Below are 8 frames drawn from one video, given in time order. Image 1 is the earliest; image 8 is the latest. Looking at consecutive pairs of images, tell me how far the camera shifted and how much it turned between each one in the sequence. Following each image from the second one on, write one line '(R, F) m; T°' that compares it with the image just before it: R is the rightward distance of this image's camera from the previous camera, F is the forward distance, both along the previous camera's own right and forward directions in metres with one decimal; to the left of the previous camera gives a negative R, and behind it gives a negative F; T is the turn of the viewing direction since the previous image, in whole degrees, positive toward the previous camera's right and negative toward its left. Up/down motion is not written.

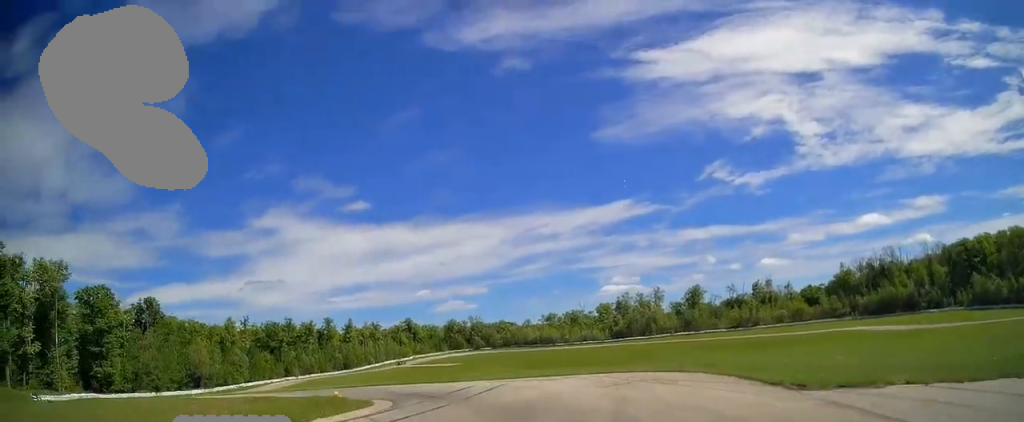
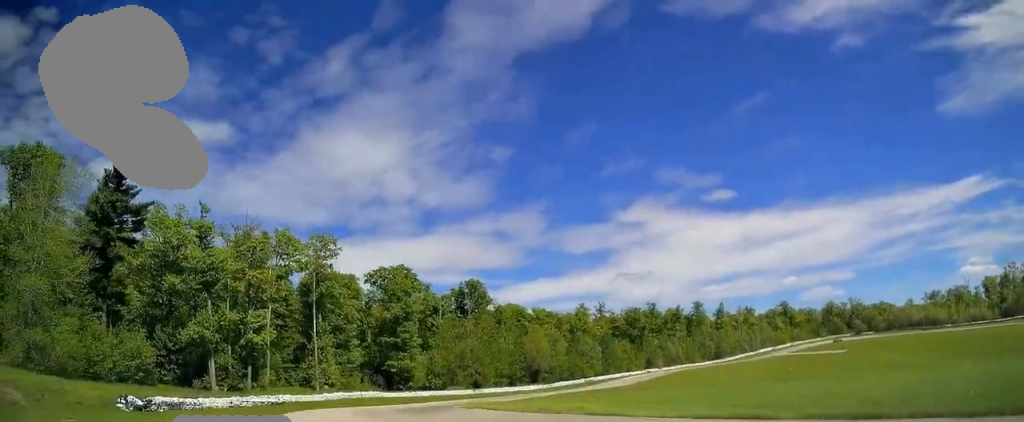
(-10.4, +33.3) m; -25°
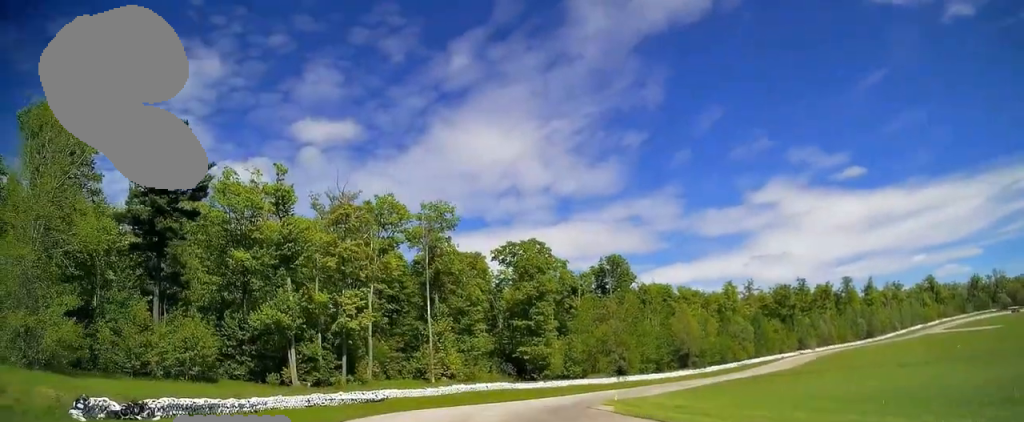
(-0.3, +15.2) m; -1°
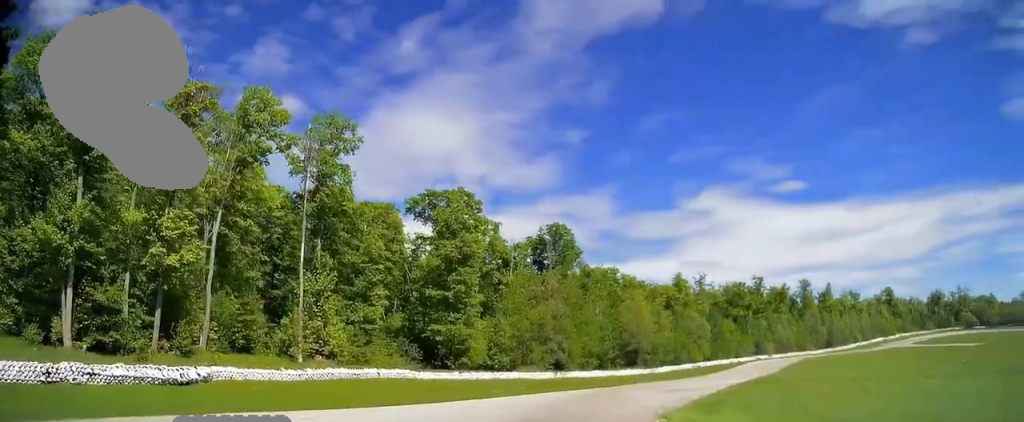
(0.0, +22.8) m; 0°
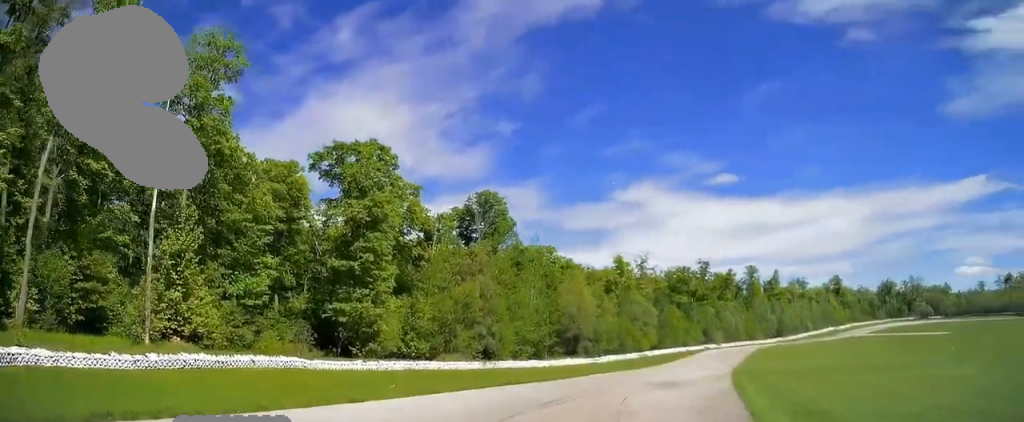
(0.0, +13.6) m; +3°
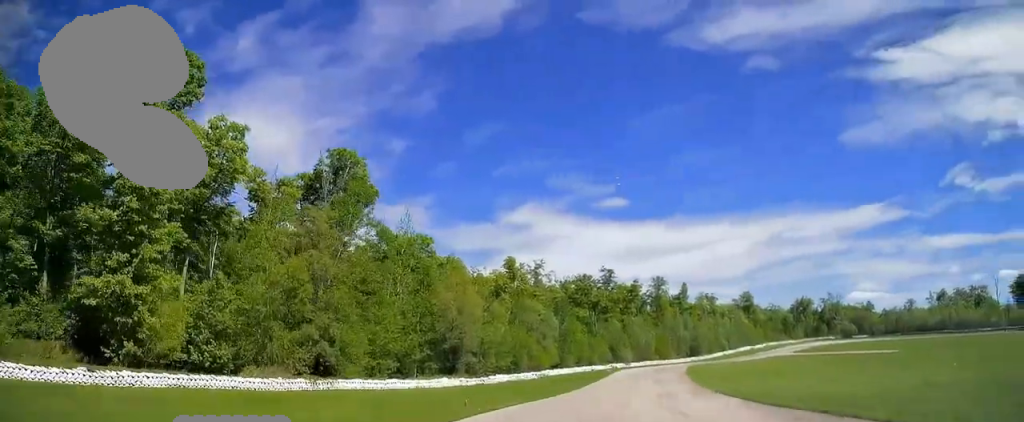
(+0.8, +23.4) m; +6°
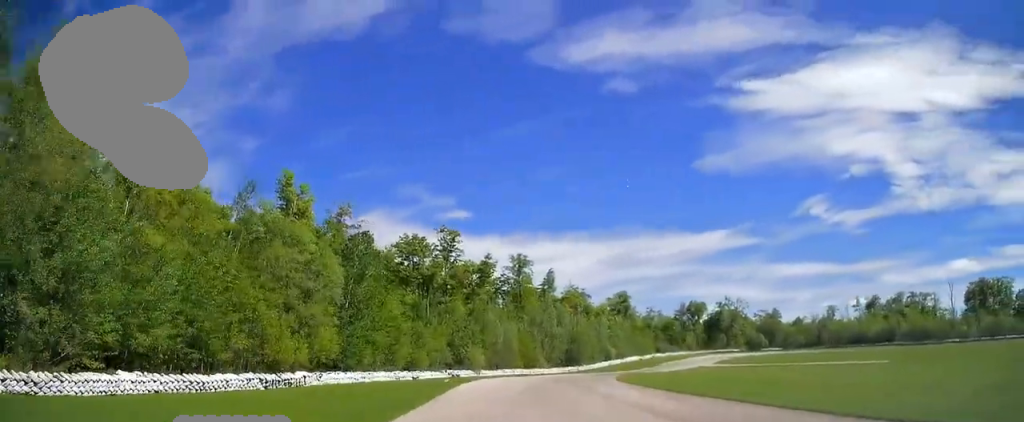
(+6.9, +49.7) m; +18°
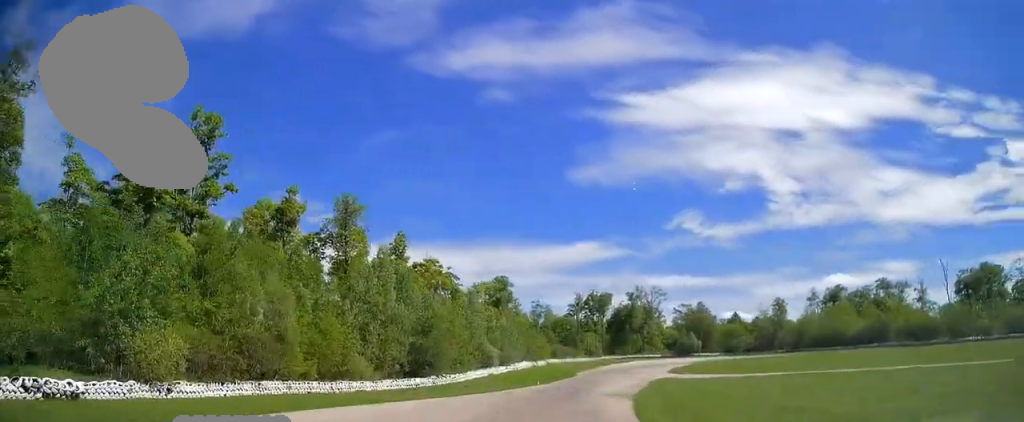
(+6.1, +46.3) m; +13°
